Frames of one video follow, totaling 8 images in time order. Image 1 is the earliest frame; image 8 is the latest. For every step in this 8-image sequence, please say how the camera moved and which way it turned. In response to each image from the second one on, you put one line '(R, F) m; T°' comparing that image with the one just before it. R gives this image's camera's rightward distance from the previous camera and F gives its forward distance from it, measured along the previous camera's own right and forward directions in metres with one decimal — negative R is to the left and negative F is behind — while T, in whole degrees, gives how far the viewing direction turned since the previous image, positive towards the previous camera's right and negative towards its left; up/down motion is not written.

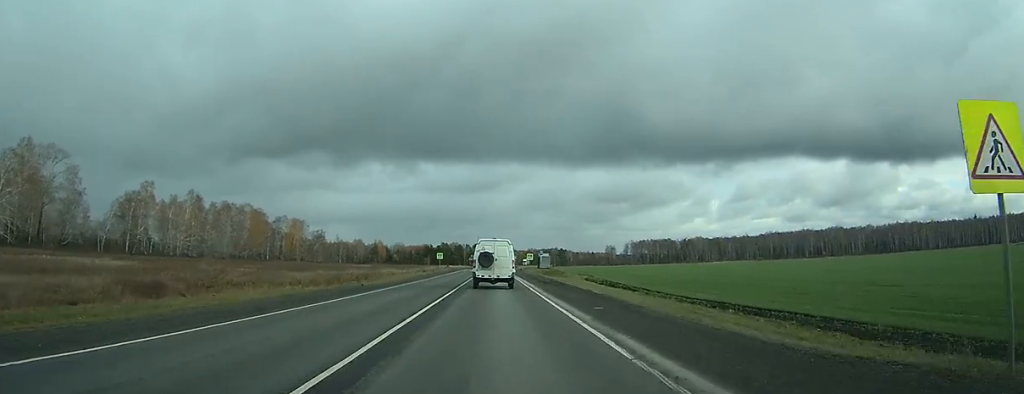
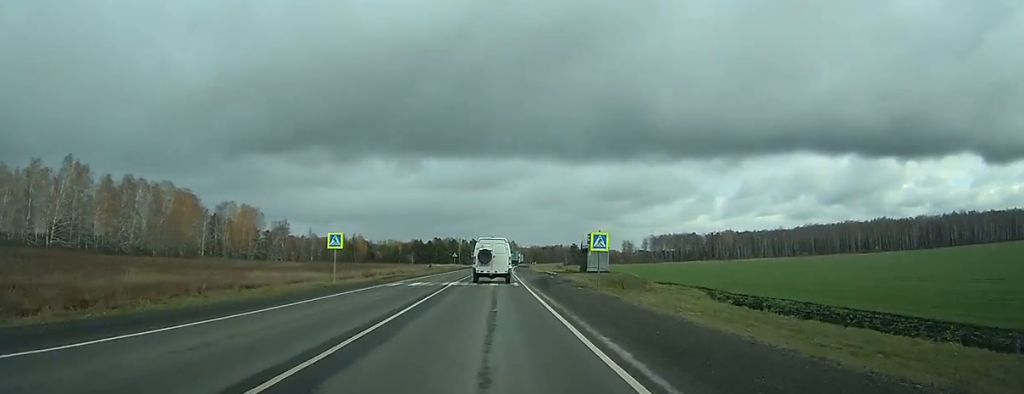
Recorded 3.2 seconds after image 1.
(+0.1, +67.4) m; 0°
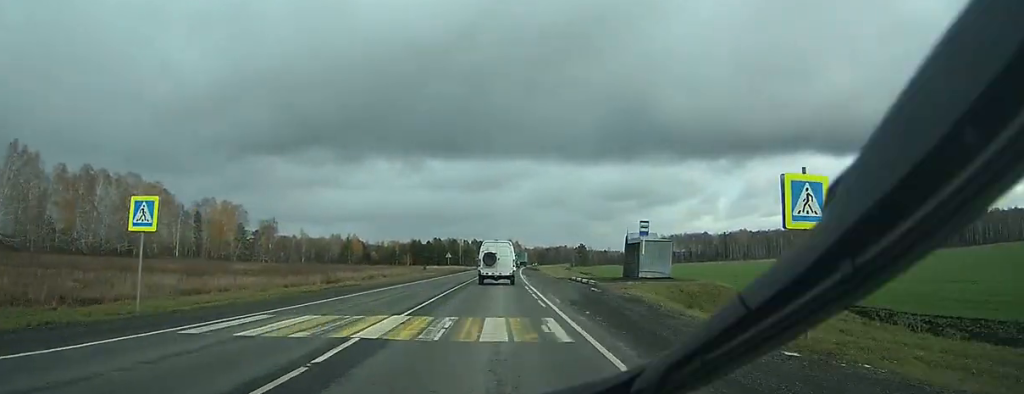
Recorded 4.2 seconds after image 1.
(0.0, +20.8) m; 0°
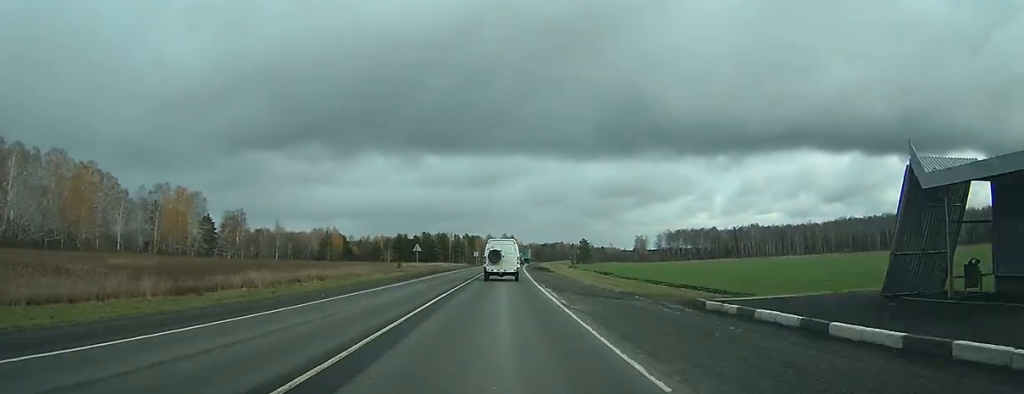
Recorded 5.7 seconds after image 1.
(-0.2, +30.1) m; 0°
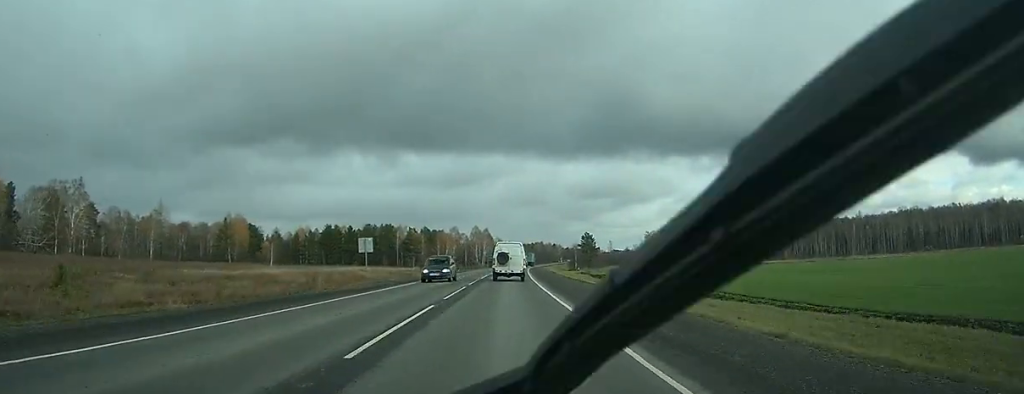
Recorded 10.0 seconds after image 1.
(0.0, +88.2) m; 0°
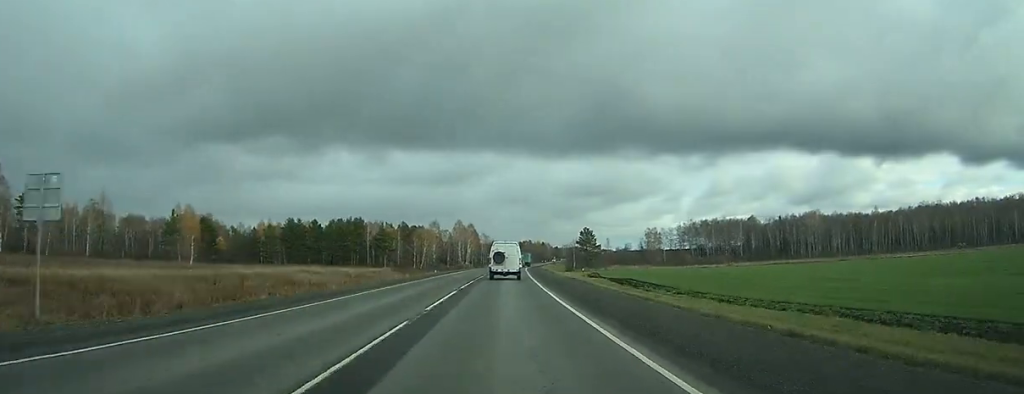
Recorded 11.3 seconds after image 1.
(0.0, +29.9) m; +1°
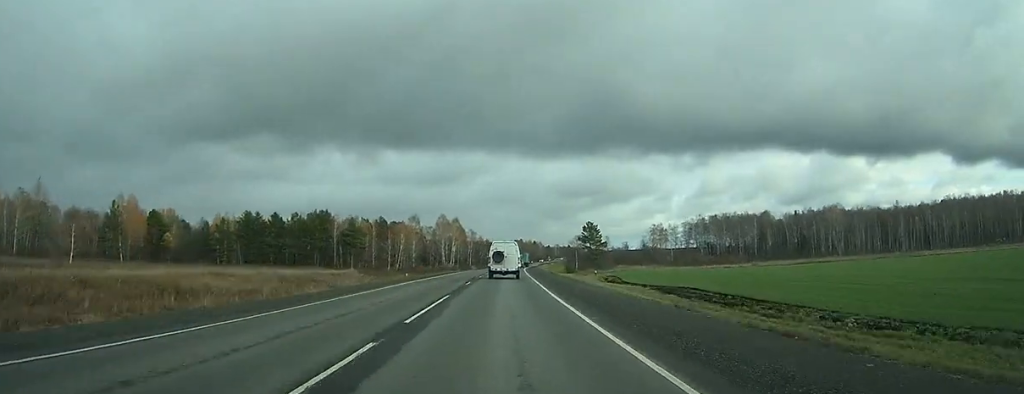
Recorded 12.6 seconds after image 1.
(+0.3, +28.4) m; +1°
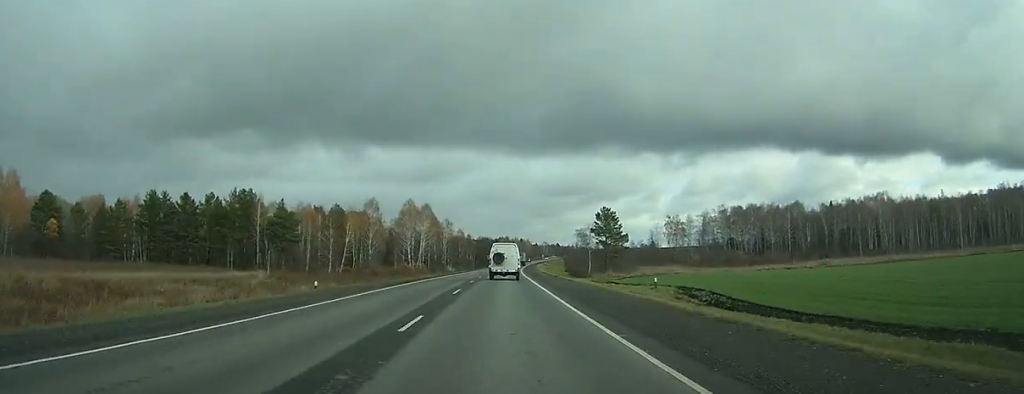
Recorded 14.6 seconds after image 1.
(+0.7, +43.9) m; +2°
